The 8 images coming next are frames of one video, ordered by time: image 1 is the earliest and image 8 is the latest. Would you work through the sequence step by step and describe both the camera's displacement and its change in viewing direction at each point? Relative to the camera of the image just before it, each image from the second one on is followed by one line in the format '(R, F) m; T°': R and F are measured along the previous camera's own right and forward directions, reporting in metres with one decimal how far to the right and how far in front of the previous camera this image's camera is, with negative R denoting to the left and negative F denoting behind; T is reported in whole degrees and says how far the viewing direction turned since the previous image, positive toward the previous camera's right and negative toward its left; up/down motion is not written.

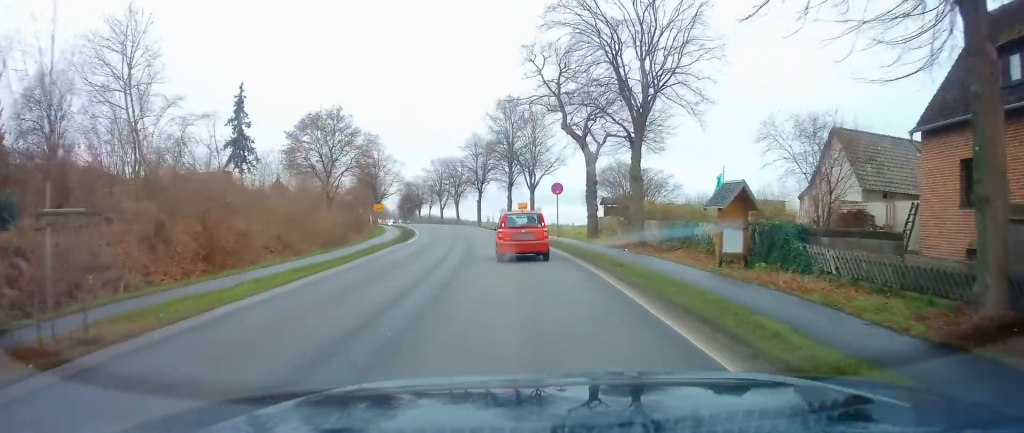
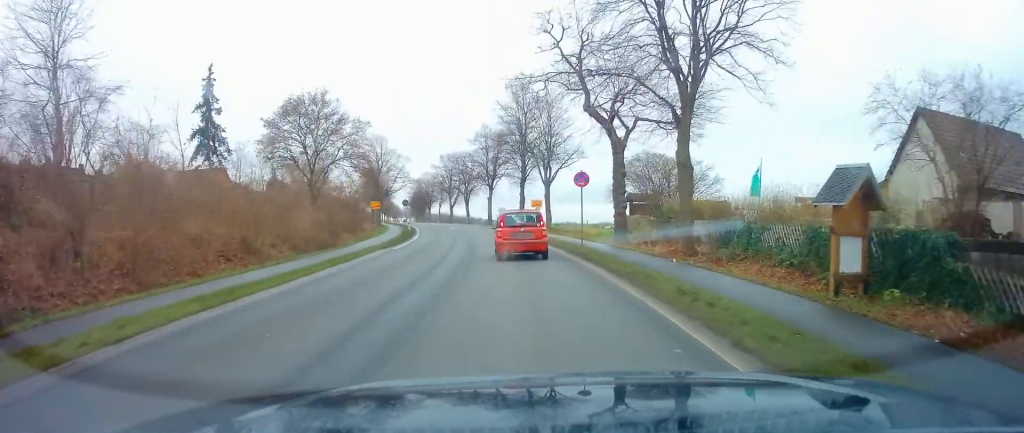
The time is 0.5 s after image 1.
(-0.2, +6.1) m; -2°
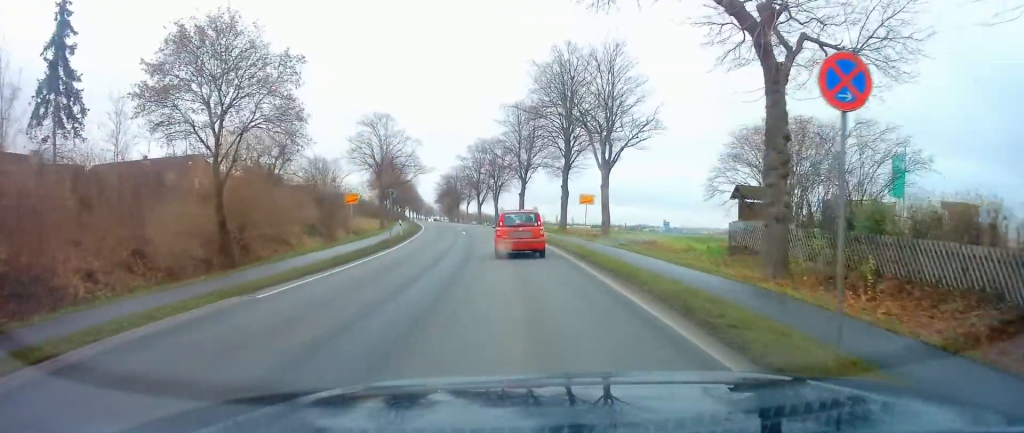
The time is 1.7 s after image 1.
(-0.4, +16.7) m; -3°
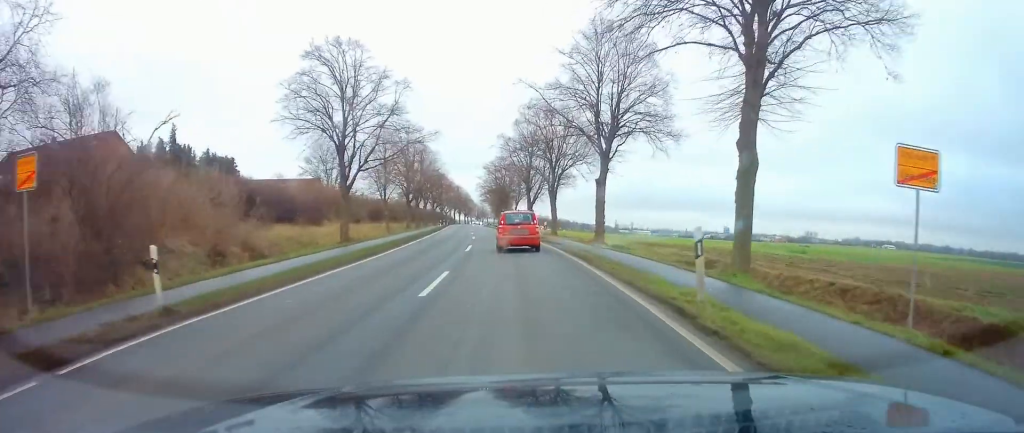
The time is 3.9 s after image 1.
(-1.7, +29.1) m; -6°
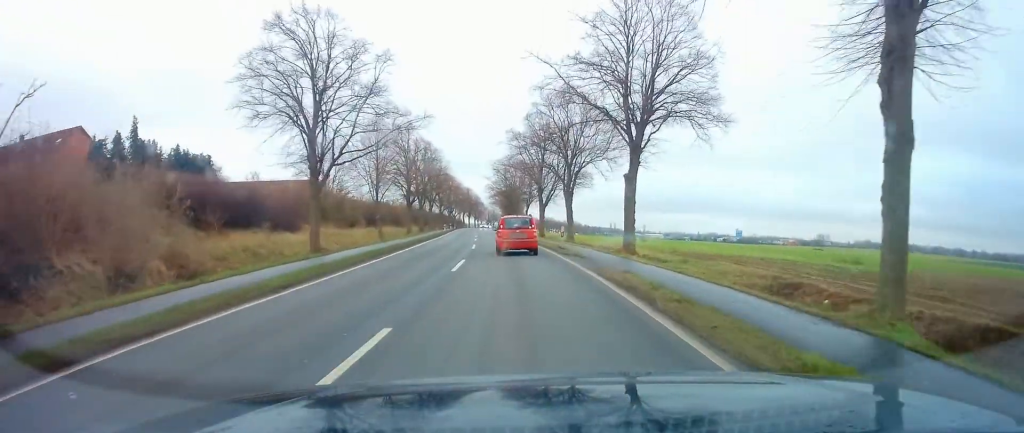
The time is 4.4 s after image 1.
(0.0, +6.6) m; -1°
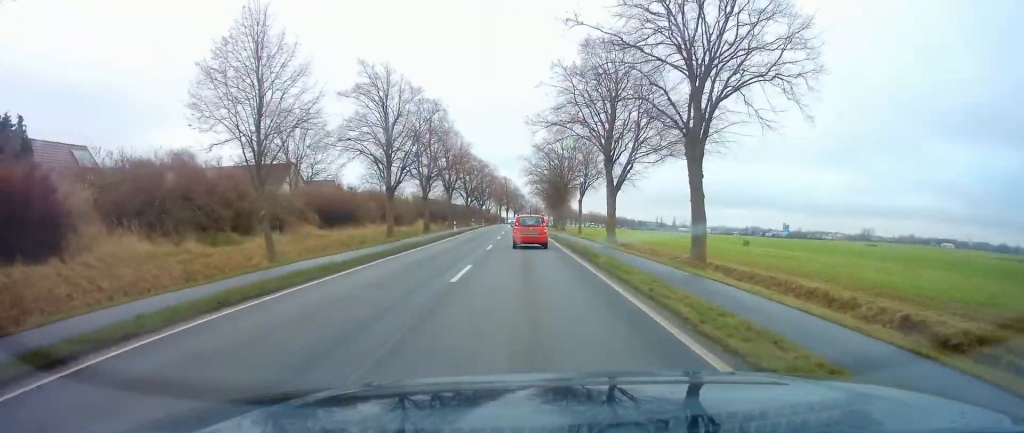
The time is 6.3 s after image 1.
(-0.3, +26.8) m; -3°
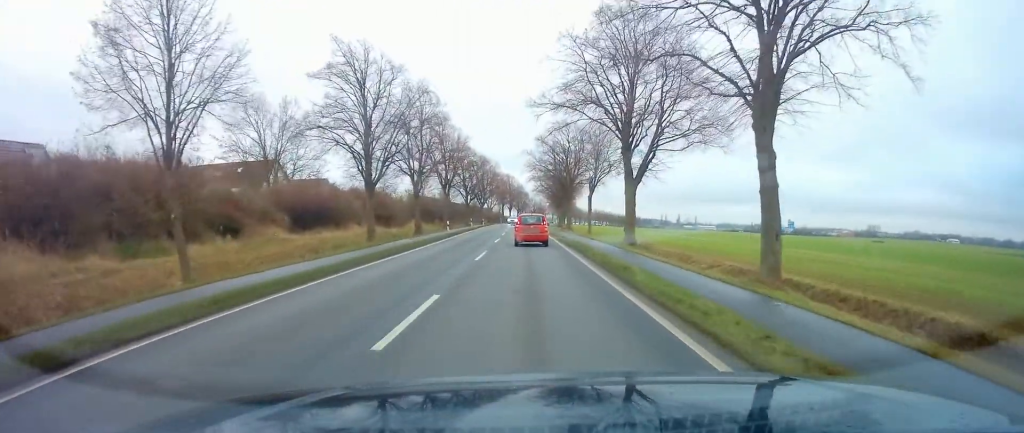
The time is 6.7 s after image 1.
(+0.1, +6.0) m; -1°
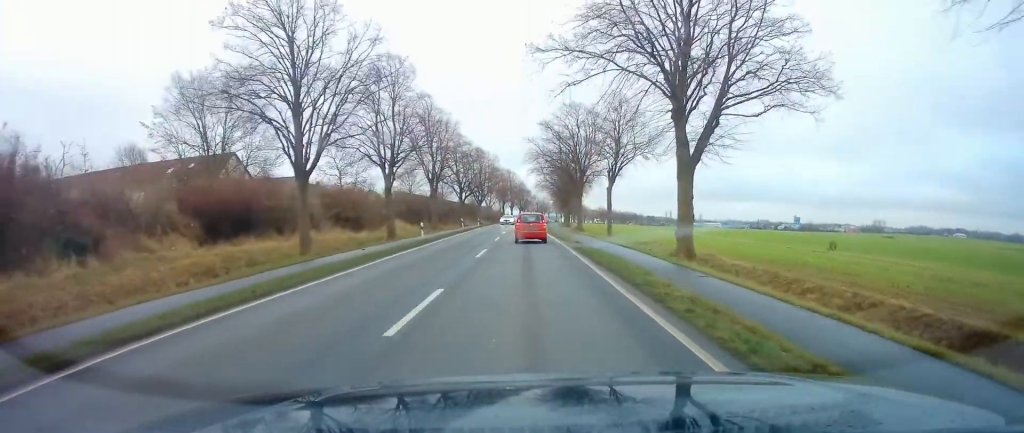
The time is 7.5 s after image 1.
(-0.6, +11.2) m; -2°
